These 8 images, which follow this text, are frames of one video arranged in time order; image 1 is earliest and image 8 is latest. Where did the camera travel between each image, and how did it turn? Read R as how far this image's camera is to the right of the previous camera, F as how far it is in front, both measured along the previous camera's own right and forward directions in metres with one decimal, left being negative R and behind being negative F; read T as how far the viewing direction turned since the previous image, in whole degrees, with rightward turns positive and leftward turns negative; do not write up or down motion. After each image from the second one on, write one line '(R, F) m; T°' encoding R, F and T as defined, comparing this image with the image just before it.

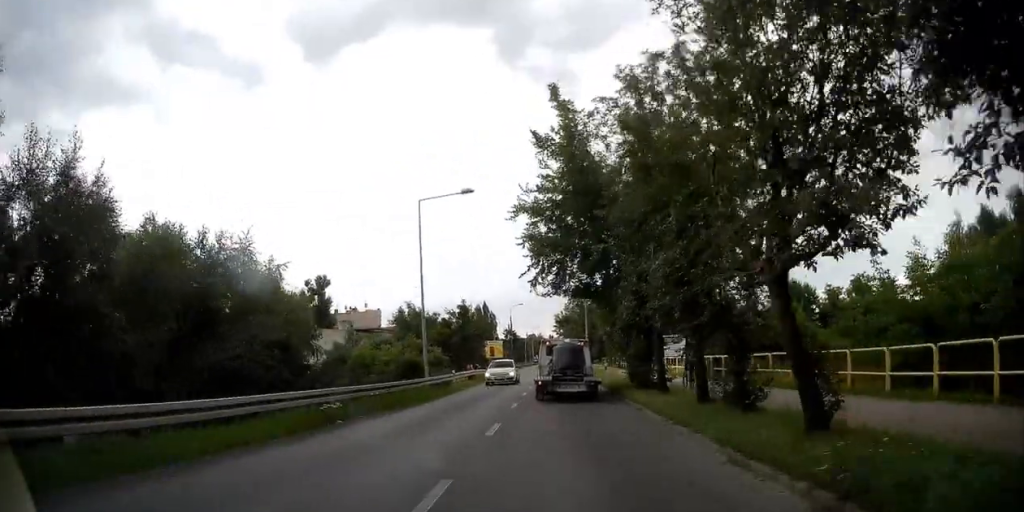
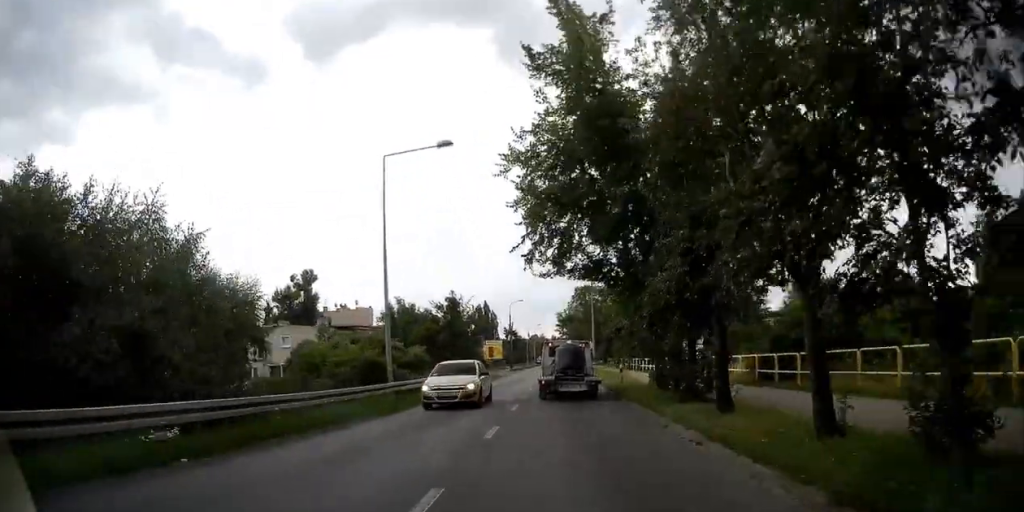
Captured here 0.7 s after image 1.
(+0.1, +6.3) m; 0°
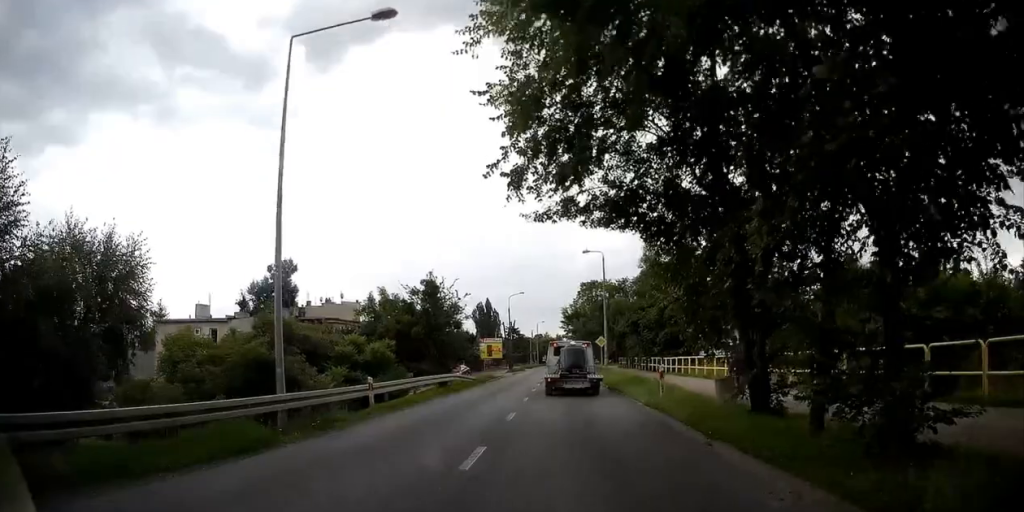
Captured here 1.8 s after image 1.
(-0.1, +8.7) m; 0°
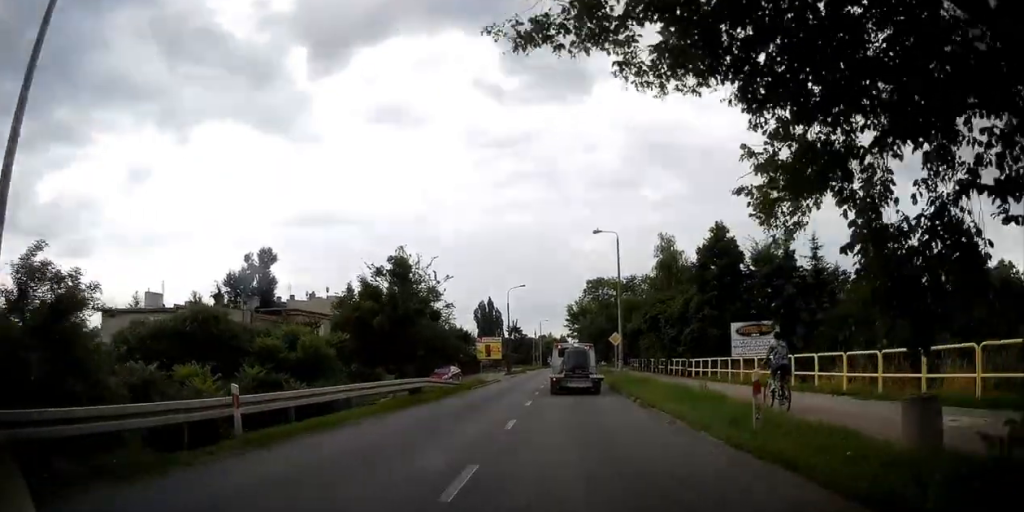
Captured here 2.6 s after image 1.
(+0.2, +7.4) m; 0°
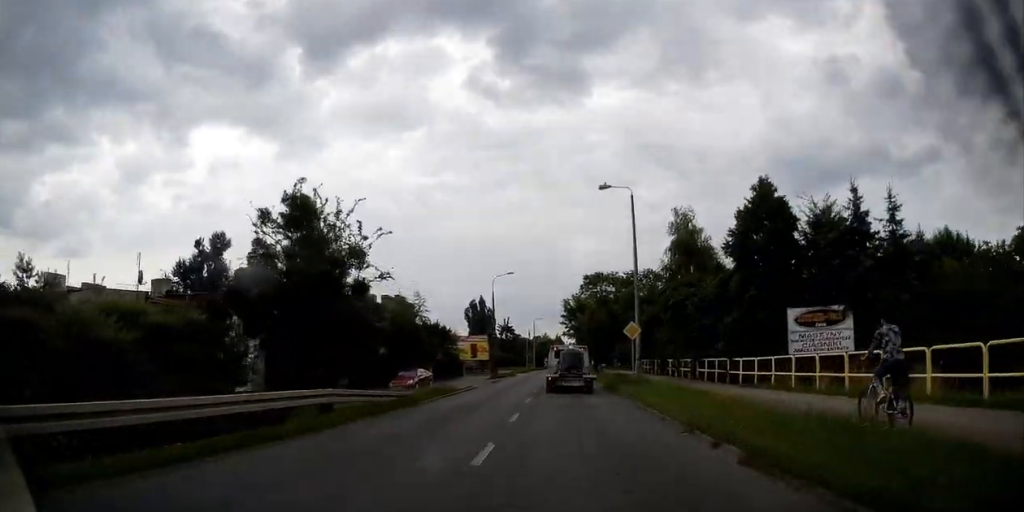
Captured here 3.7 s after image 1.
(-0.2, +9.7) m; 0°
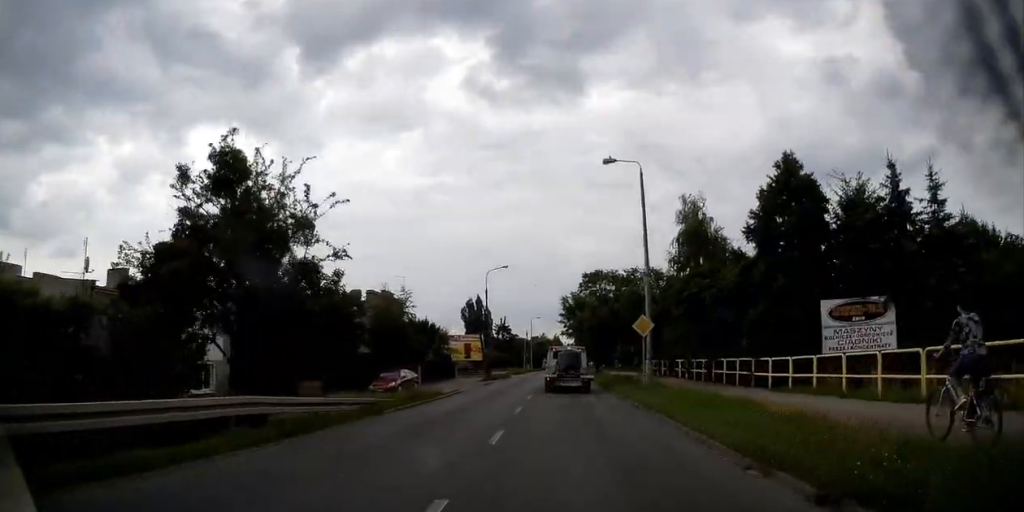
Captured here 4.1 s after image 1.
(+0.1, +3.8) m; 0°
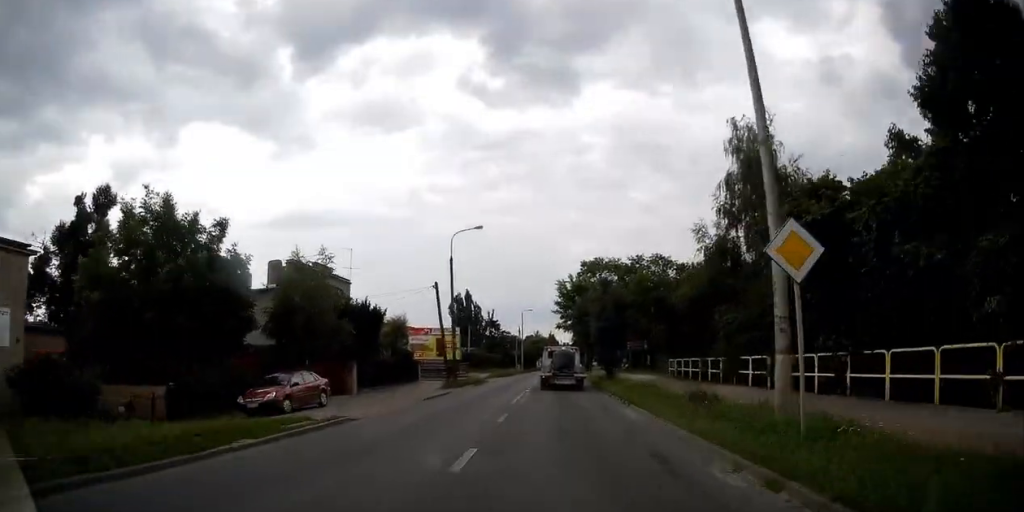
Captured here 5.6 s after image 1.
(-0.1, +14.3) m; 0°
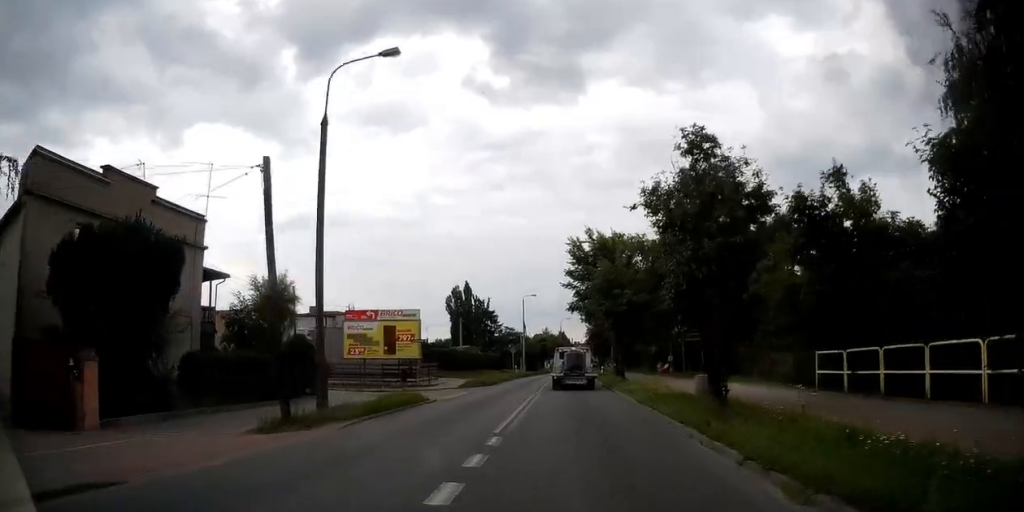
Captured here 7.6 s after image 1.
(+0.1, +21.3) m; 0°
